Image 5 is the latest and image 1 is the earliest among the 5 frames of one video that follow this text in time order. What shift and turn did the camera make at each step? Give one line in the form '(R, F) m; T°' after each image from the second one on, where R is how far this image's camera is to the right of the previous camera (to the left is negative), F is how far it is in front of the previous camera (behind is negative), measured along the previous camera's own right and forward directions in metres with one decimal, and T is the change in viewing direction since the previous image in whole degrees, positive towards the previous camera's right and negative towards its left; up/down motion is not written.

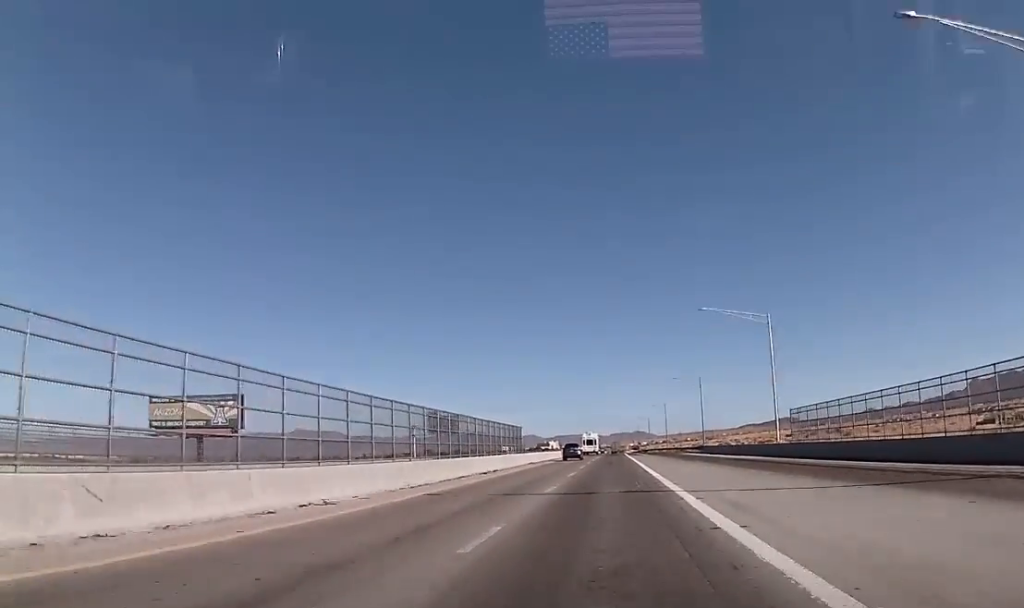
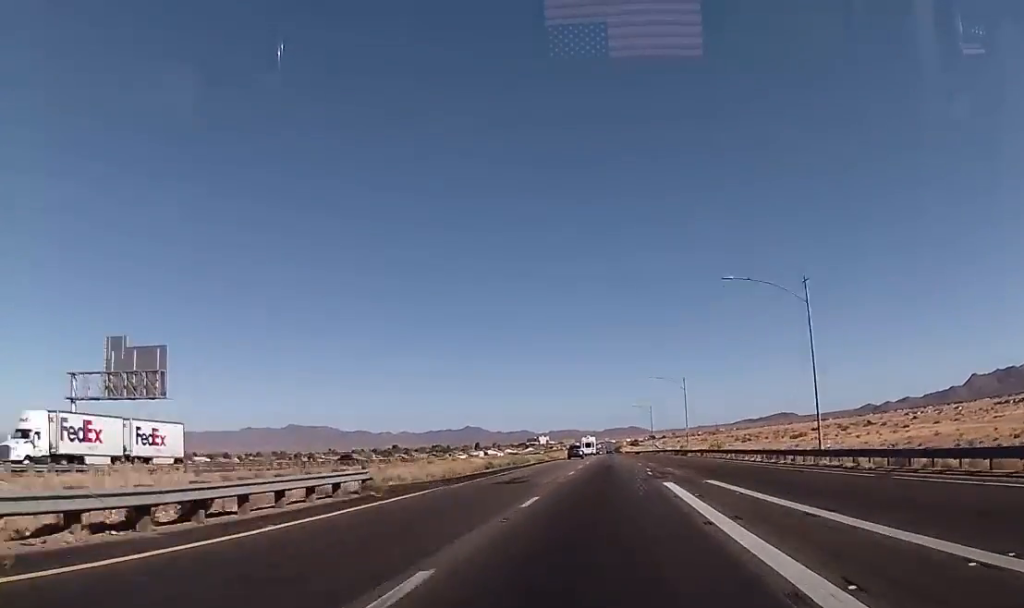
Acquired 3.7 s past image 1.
(-0.2, +114.3) m; 0°
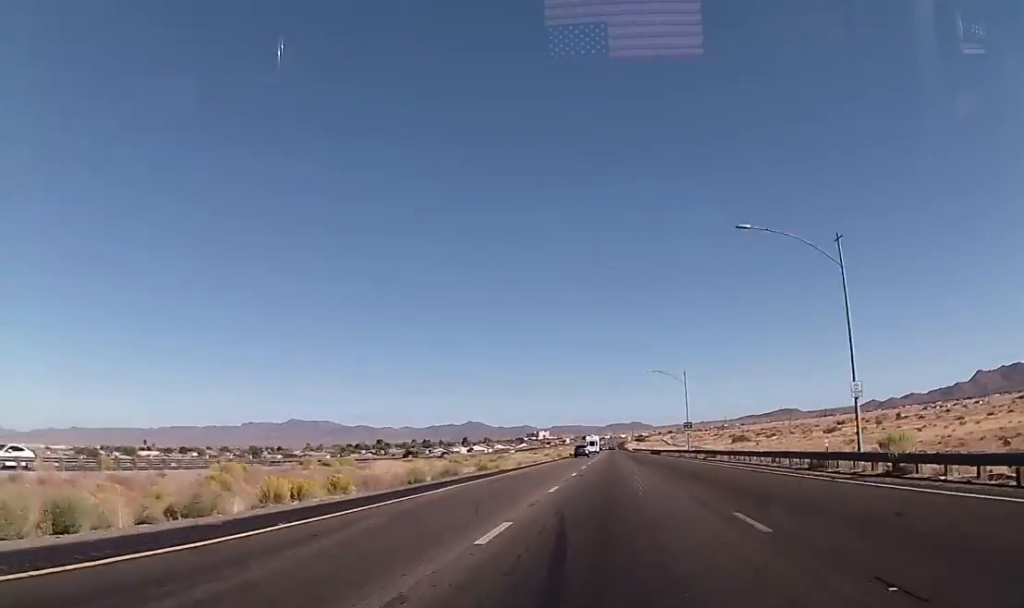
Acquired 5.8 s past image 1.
(-0.4, +62.7) m; 0°
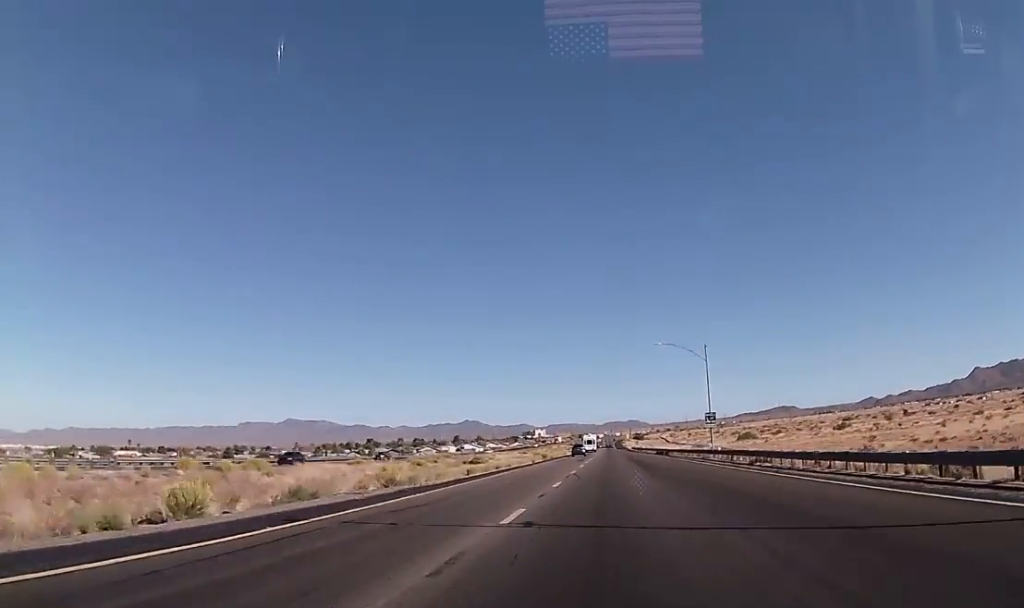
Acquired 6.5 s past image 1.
(0.0, +21.7) m; 0°
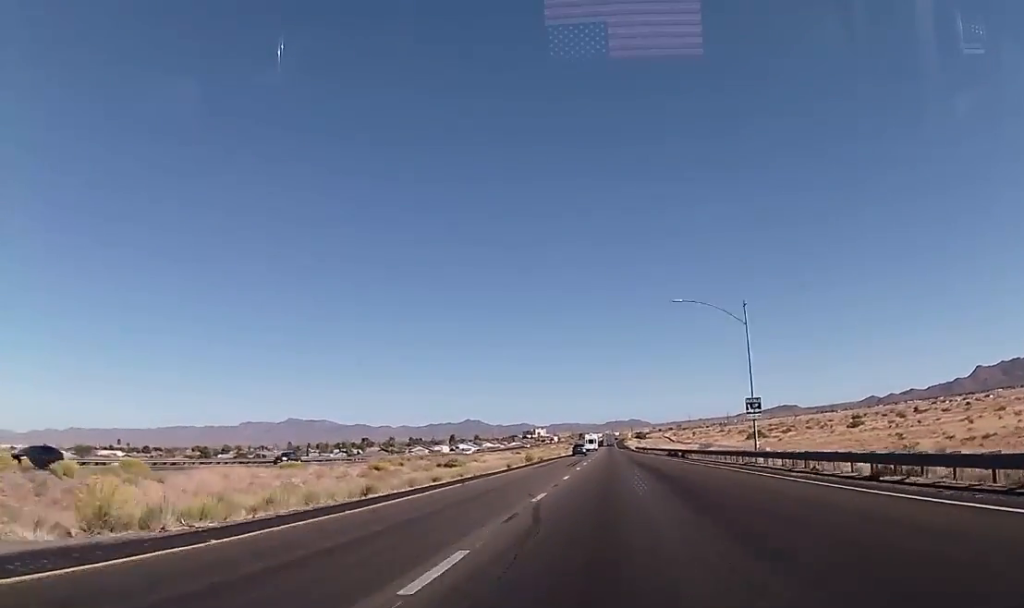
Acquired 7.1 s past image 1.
(0.0, +18.7) m; 0°
